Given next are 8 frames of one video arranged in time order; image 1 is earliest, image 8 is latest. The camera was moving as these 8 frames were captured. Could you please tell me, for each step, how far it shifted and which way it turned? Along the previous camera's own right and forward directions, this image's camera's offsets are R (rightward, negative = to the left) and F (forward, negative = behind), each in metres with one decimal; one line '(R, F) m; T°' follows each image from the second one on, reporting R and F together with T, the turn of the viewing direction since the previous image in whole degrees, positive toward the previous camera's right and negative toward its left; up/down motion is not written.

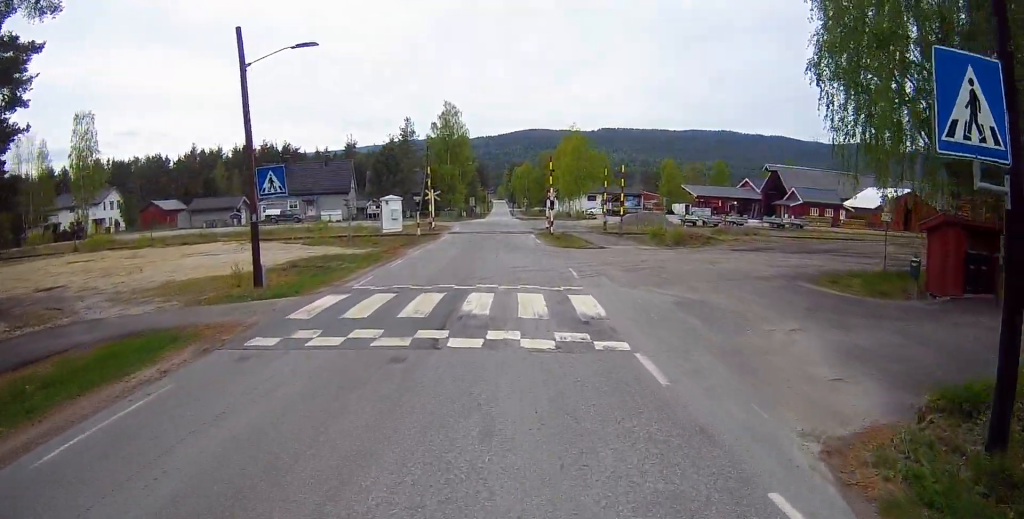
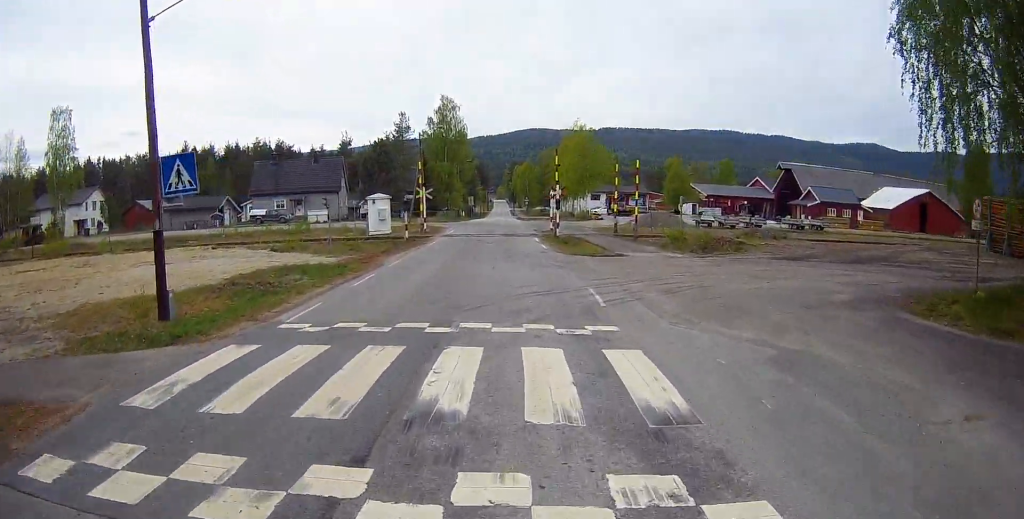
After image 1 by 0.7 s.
(-0.3, +5.5) m; -2°
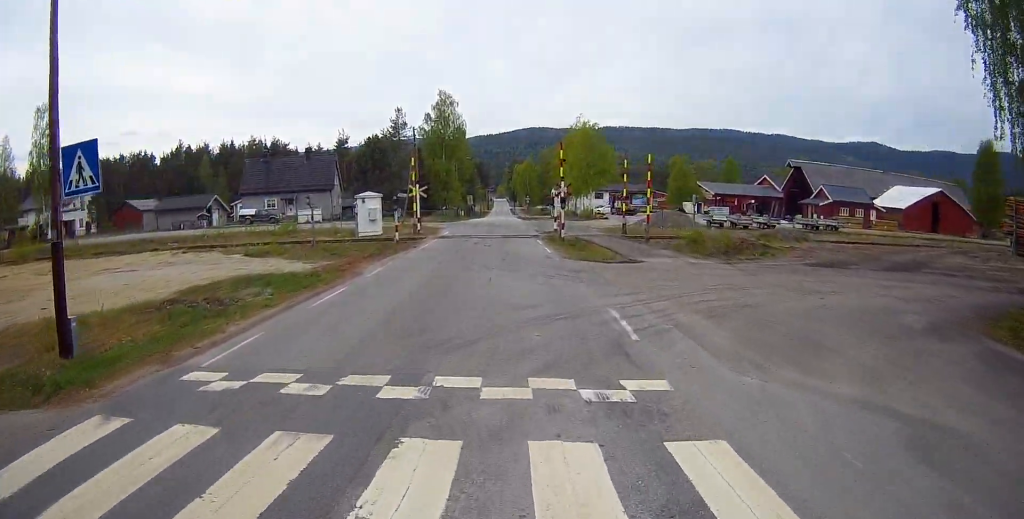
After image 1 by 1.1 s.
(0.0, +3.5) m; 0°
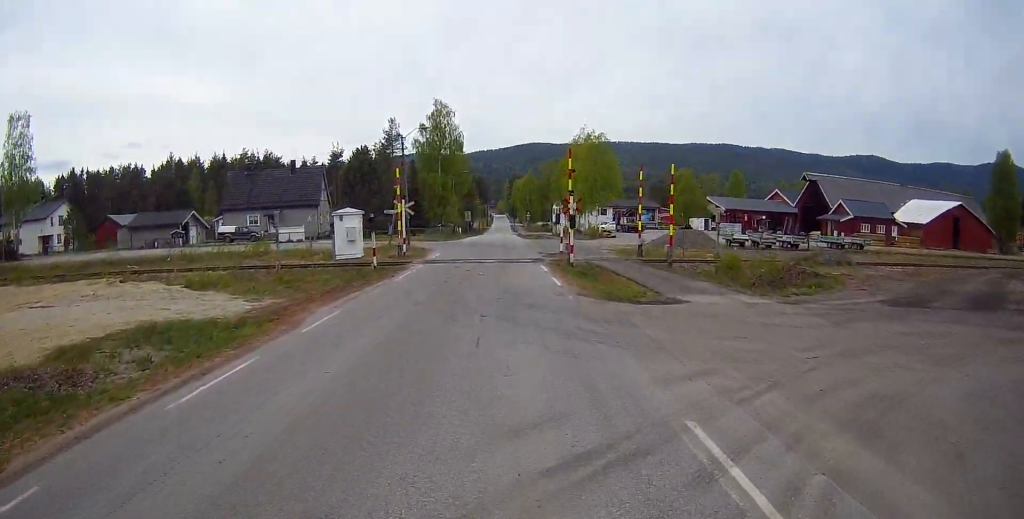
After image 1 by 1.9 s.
(0.0, +6.0) m; +2°
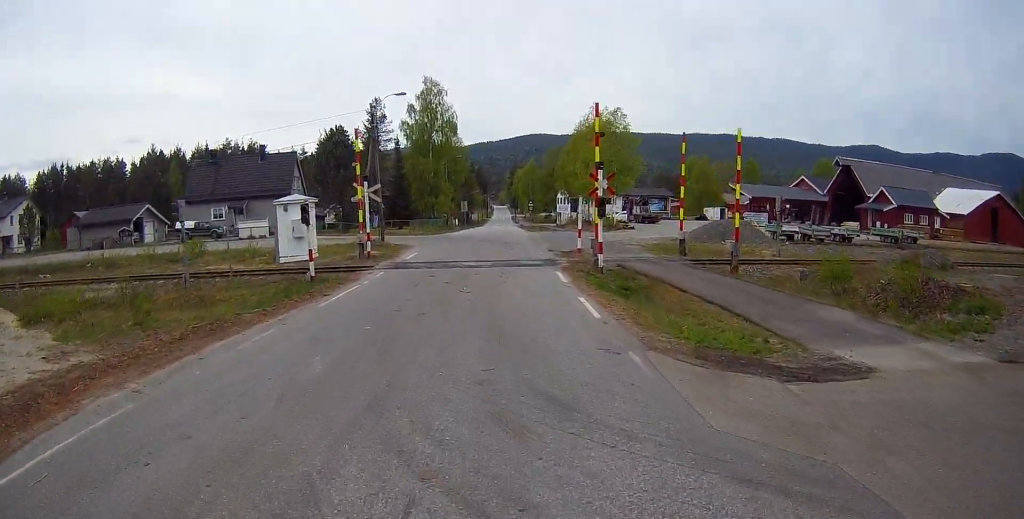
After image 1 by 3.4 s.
(+0.4, +10.2) m; +1°
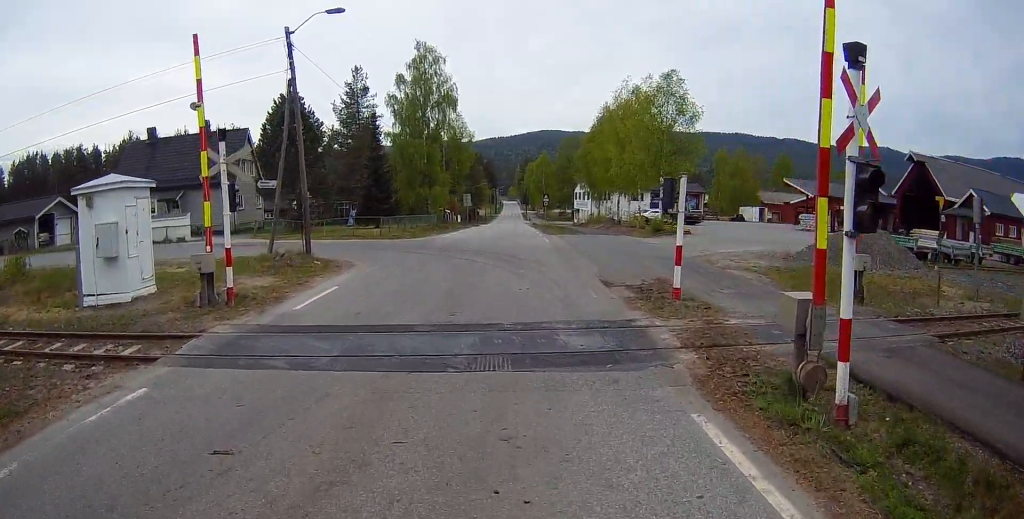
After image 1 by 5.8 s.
(+0.4, +15.6) m; +1°
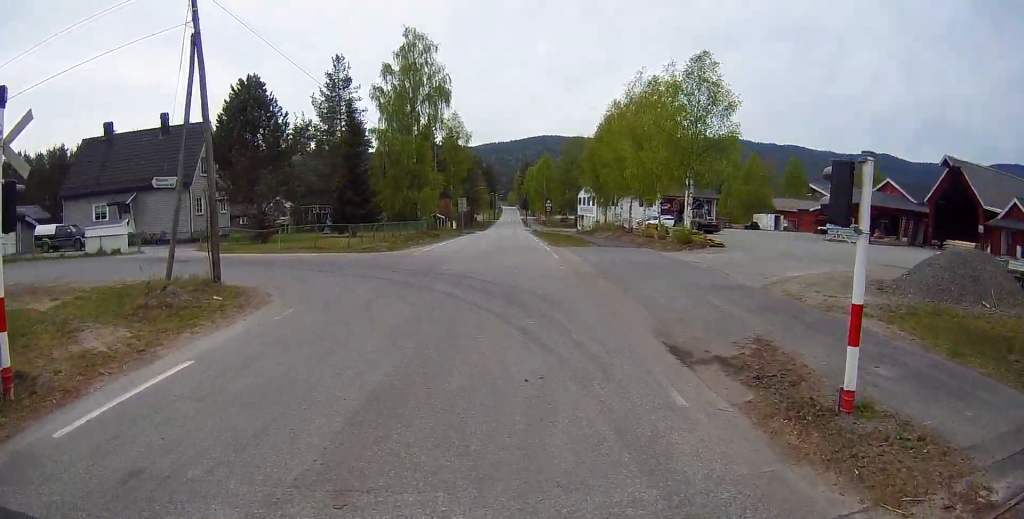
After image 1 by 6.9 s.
(-0.6, +7.2) m; -4°
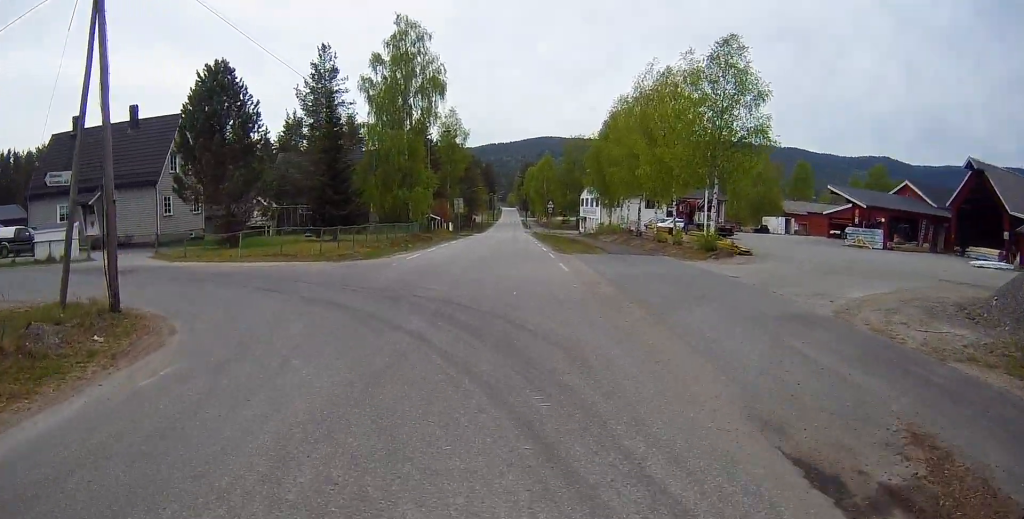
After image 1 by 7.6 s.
(0.0, +4.3) m; +2°
